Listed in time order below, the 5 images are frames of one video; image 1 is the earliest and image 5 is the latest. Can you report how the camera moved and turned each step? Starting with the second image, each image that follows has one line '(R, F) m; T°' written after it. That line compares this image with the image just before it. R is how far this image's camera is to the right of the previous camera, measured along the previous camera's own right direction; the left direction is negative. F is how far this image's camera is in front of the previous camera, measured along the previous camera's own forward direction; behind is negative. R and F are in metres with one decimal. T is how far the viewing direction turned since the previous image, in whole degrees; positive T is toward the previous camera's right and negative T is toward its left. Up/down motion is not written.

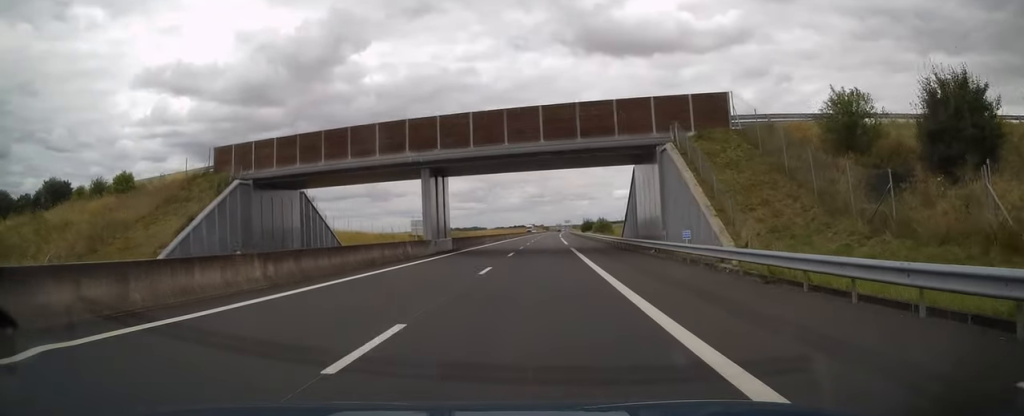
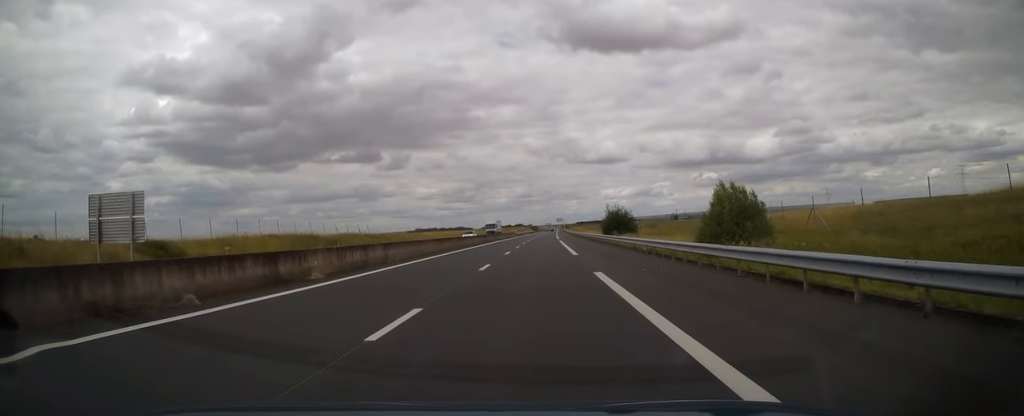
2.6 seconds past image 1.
(+0.6, +76.0) m; +1°
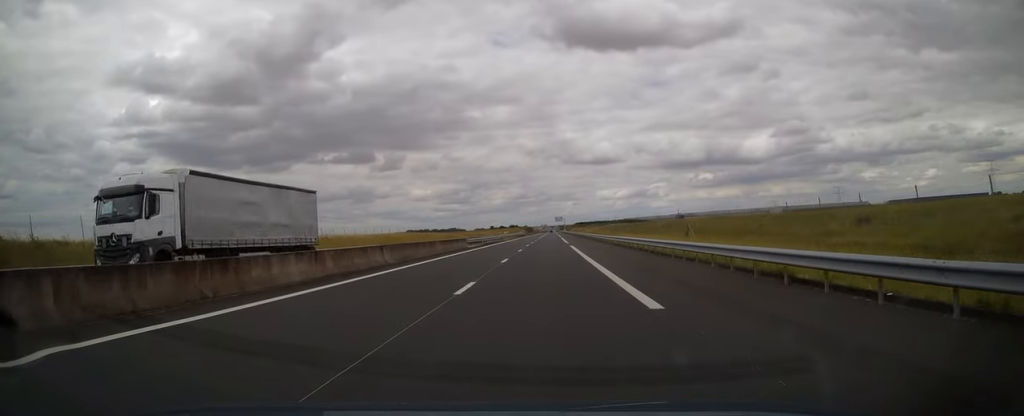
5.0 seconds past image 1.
(-0.8, +72.0) m; 0°
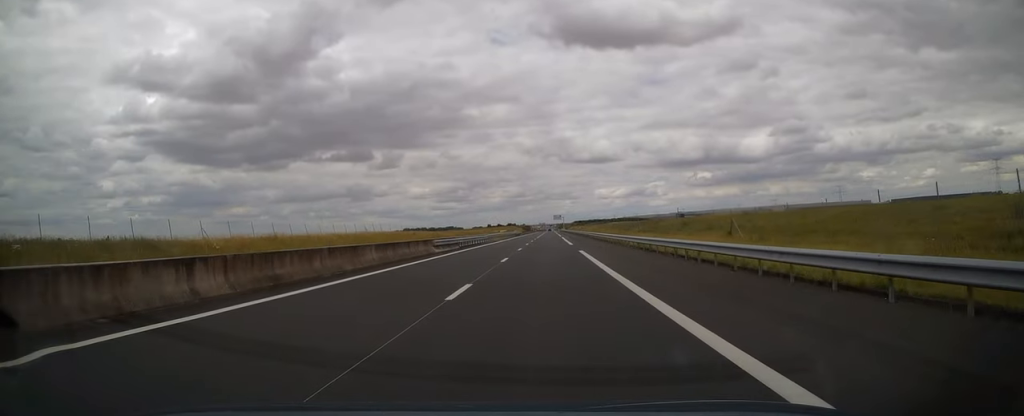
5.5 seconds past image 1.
(+0.2, +14.2) m; 0°
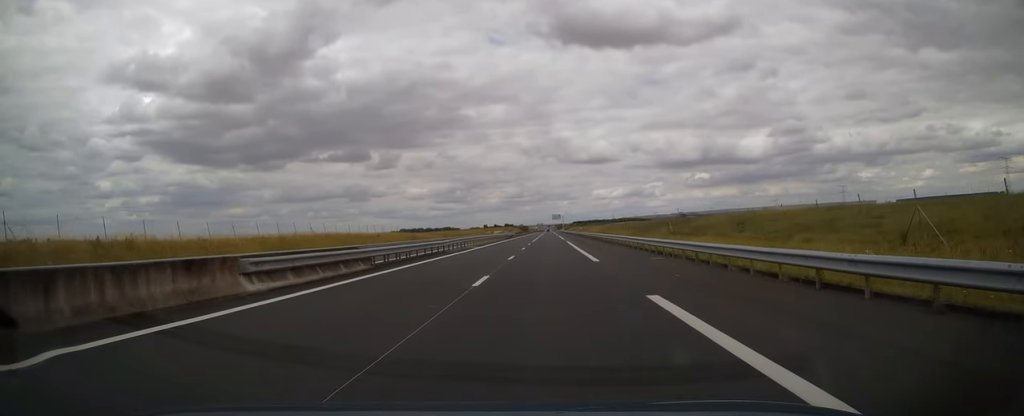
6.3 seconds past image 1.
(+0.2, +23.0) m; 0°
